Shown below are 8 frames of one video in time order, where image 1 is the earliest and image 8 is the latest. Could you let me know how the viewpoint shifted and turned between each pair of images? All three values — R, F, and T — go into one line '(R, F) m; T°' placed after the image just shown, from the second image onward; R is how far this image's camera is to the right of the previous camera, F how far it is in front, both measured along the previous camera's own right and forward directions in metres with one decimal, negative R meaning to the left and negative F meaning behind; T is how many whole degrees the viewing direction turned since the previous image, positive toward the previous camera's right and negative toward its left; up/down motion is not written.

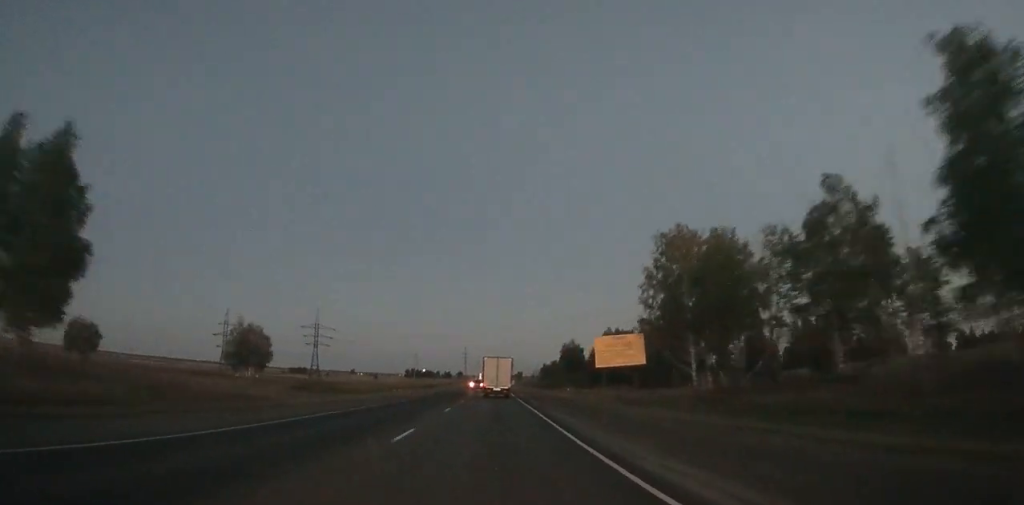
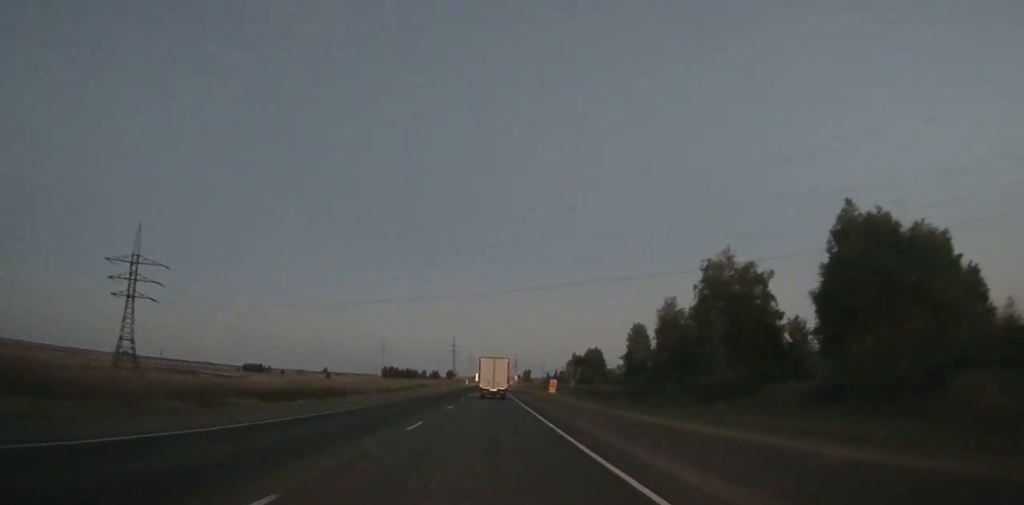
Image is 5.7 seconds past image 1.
(+0.2, +118.2) m; 0°
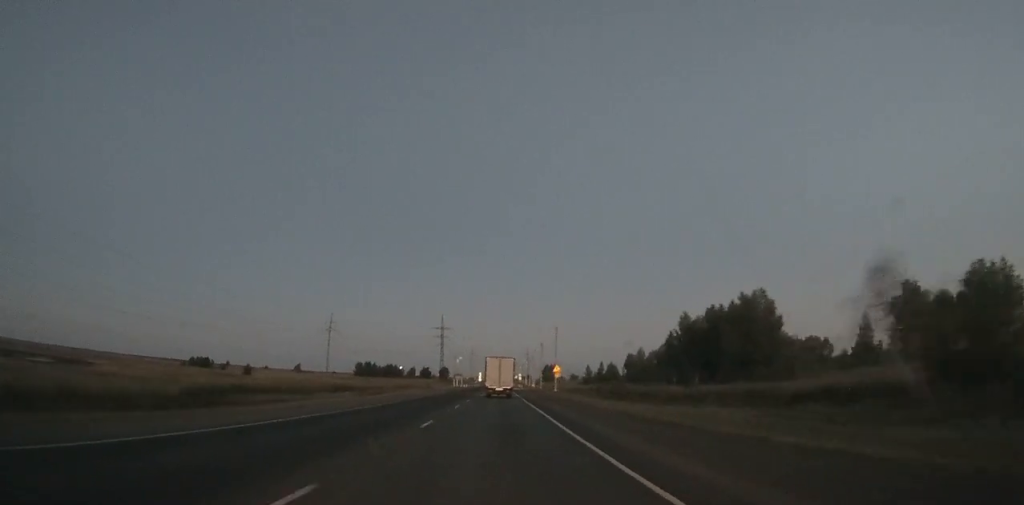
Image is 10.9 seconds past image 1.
(-0.3, +107.6) m; 0°
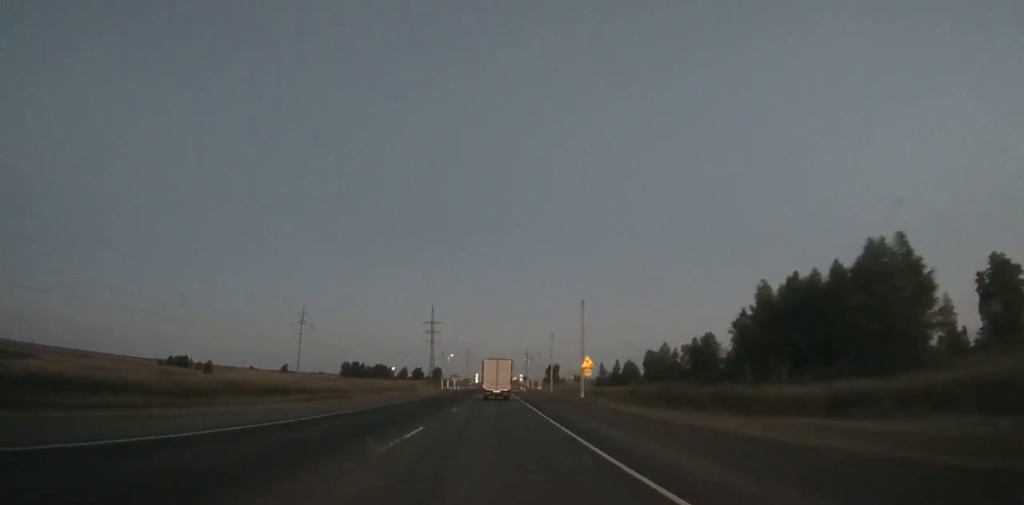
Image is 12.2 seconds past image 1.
(-0.1, +26.9) m; 0°
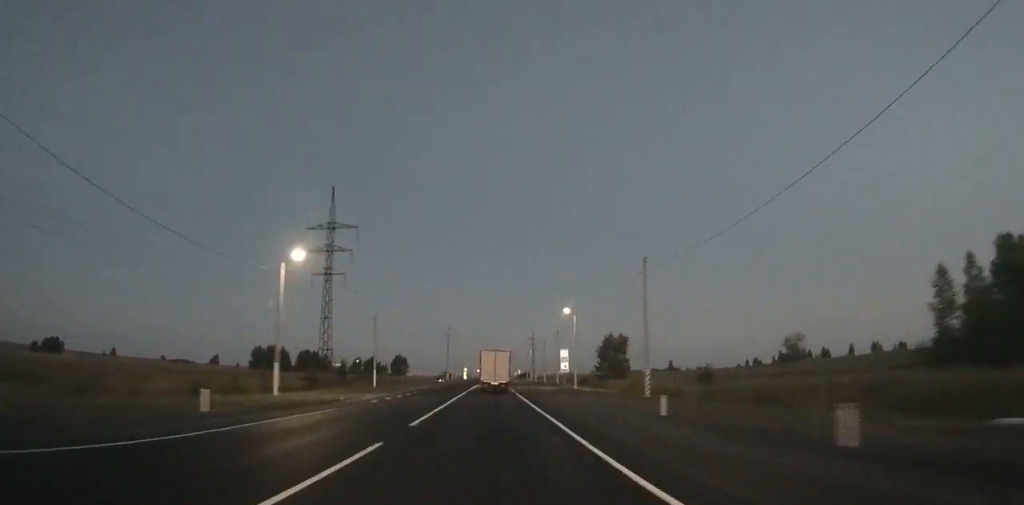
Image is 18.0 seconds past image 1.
(+0.5, +118.5) m; +1°
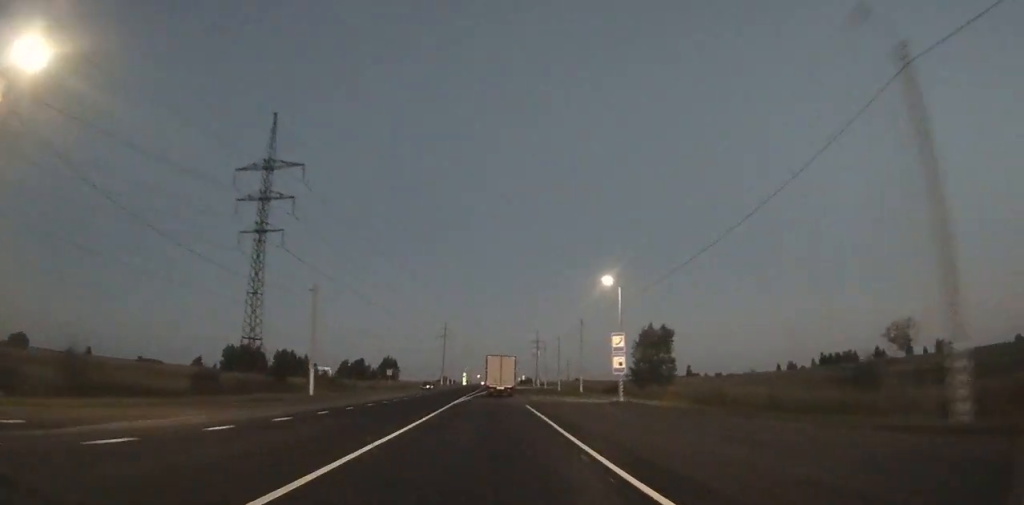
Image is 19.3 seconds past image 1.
(0.0, +26.0) m; 0°
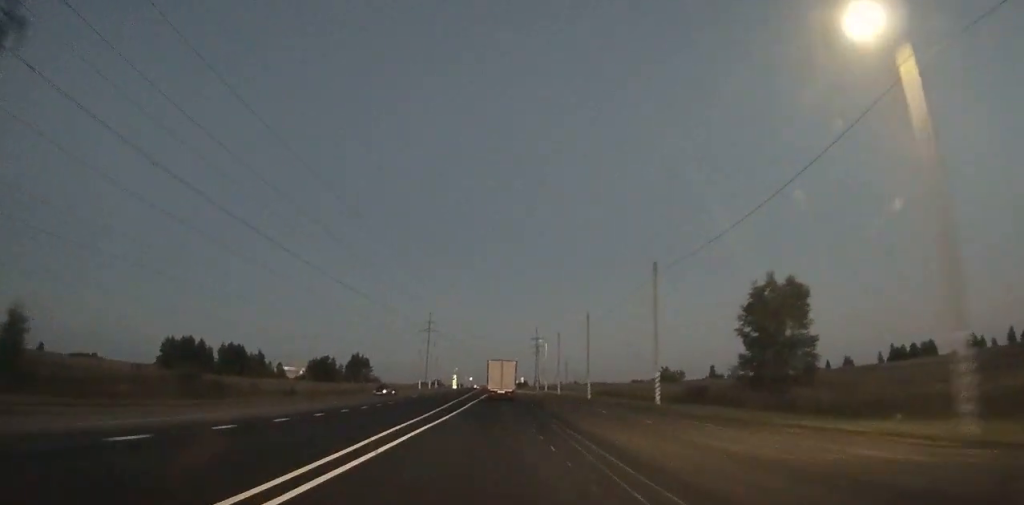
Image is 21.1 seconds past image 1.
(+0.1, +35.4) m; 0°
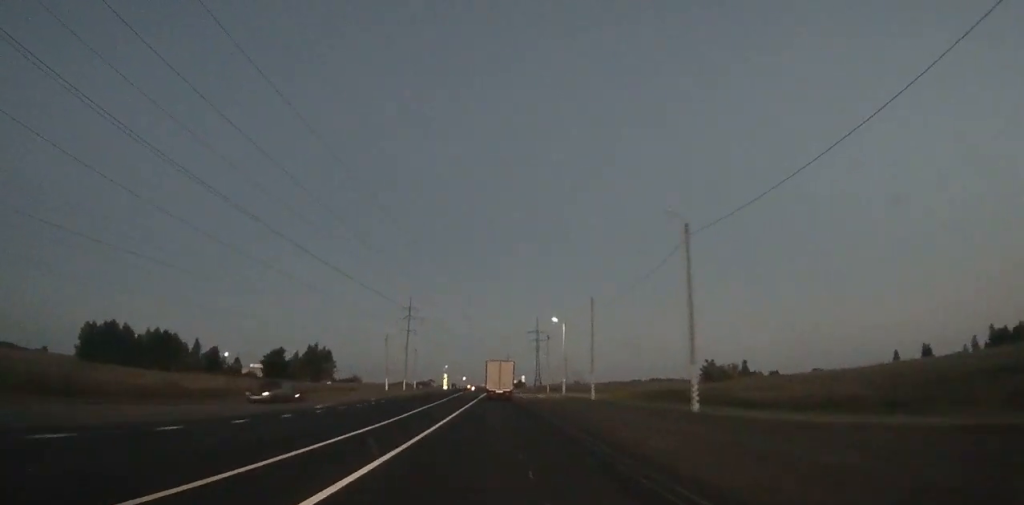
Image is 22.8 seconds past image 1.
(+0.1, +33.0) m; 0°
